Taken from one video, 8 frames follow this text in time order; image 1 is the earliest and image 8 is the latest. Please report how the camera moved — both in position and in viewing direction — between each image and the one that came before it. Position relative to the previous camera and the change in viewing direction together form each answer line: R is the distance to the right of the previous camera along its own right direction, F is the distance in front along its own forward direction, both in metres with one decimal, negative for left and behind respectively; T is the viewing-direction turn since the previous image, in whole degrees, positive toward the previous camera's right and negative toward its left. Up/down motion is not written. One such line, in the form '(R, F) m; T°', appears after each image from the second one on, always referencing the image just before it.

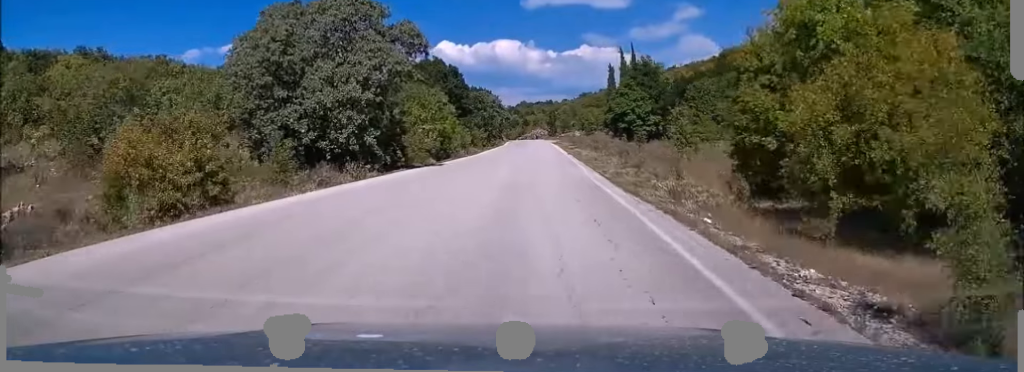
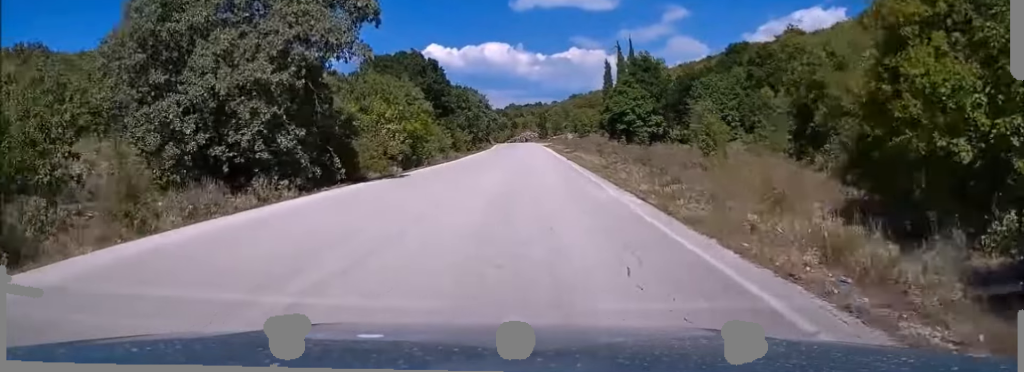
(+0.1, +9.8) m; +1°
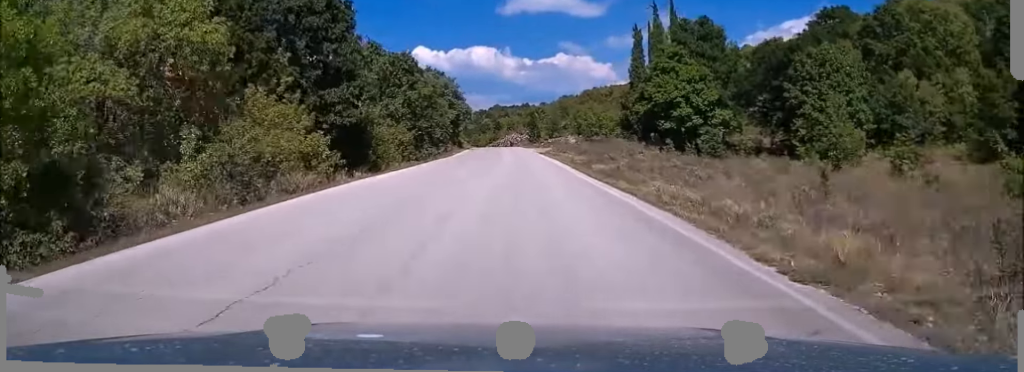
(+0.5, +37.6) m; 0°
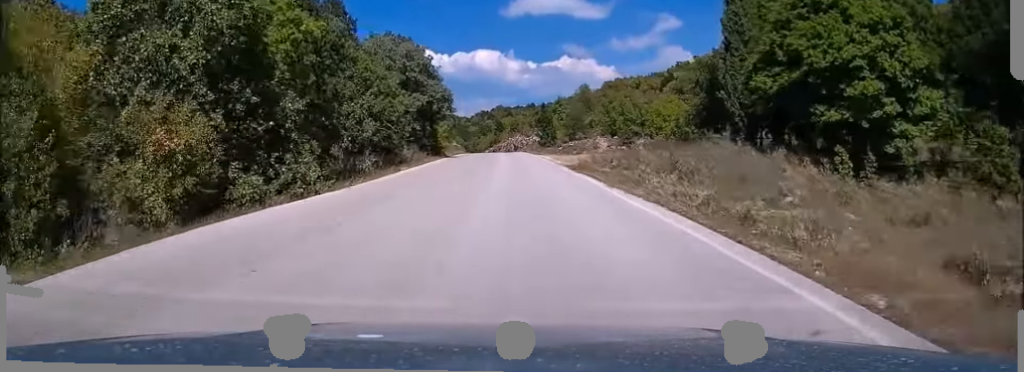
(-0.3, +32.4) m; -1°
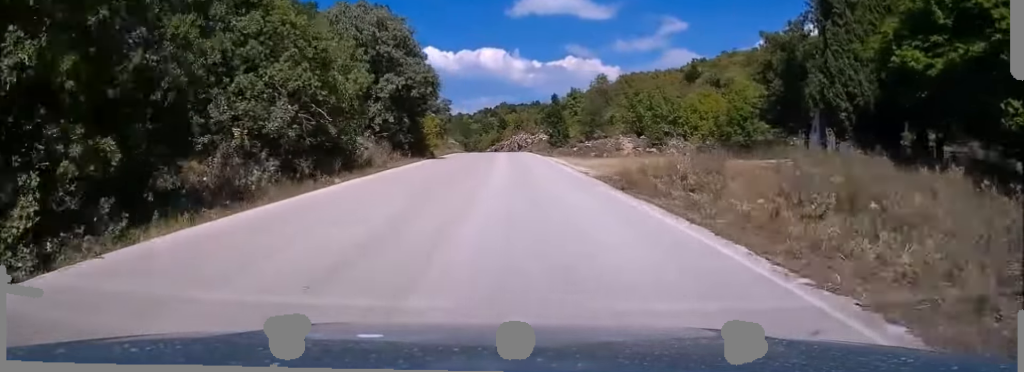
(0.0, +12.8) m; 0°
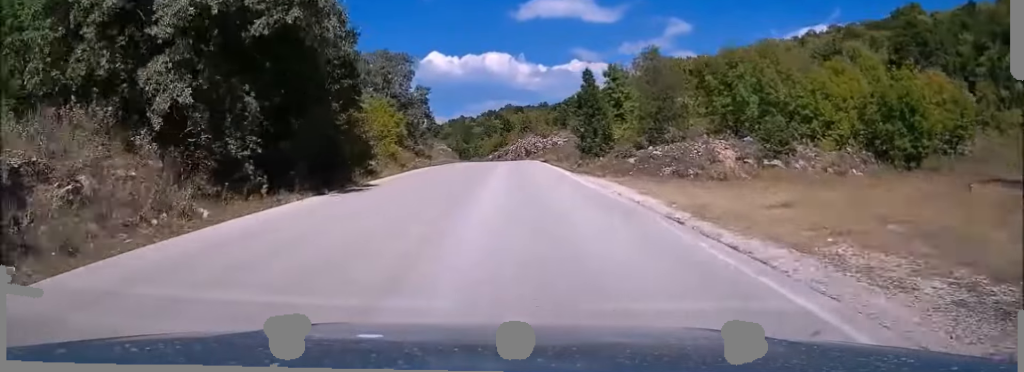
(0.0, +26.1) m; 0°
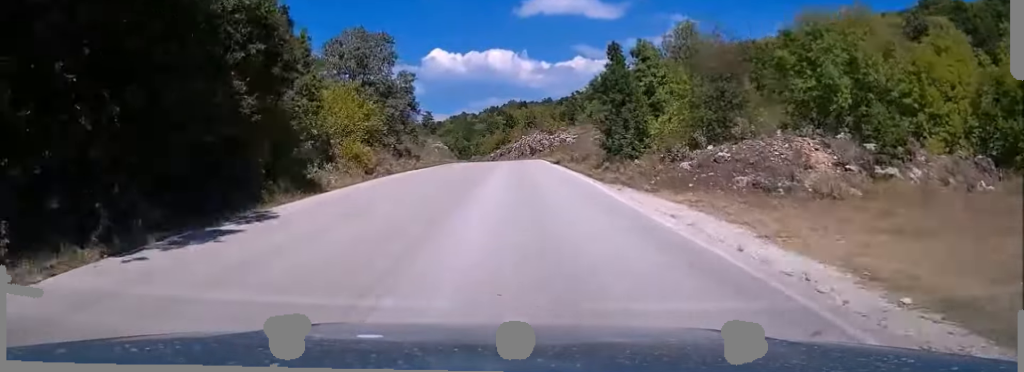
(0.0, +10.1) m; 0°
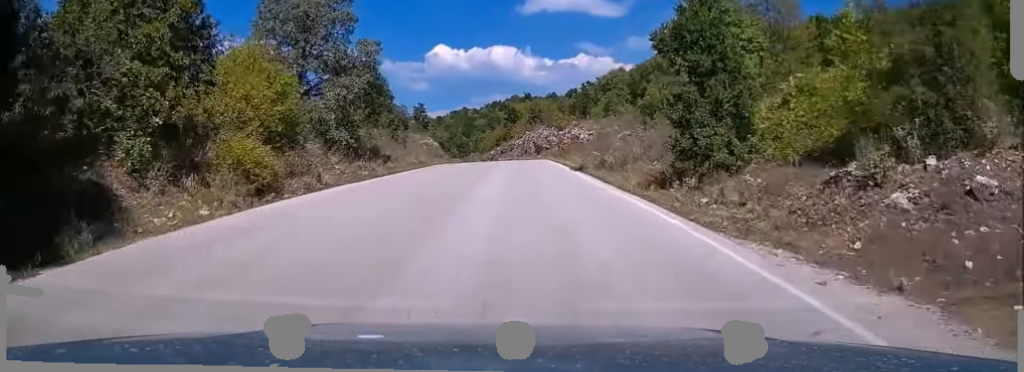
(0.0, +14.0) m; 0°
